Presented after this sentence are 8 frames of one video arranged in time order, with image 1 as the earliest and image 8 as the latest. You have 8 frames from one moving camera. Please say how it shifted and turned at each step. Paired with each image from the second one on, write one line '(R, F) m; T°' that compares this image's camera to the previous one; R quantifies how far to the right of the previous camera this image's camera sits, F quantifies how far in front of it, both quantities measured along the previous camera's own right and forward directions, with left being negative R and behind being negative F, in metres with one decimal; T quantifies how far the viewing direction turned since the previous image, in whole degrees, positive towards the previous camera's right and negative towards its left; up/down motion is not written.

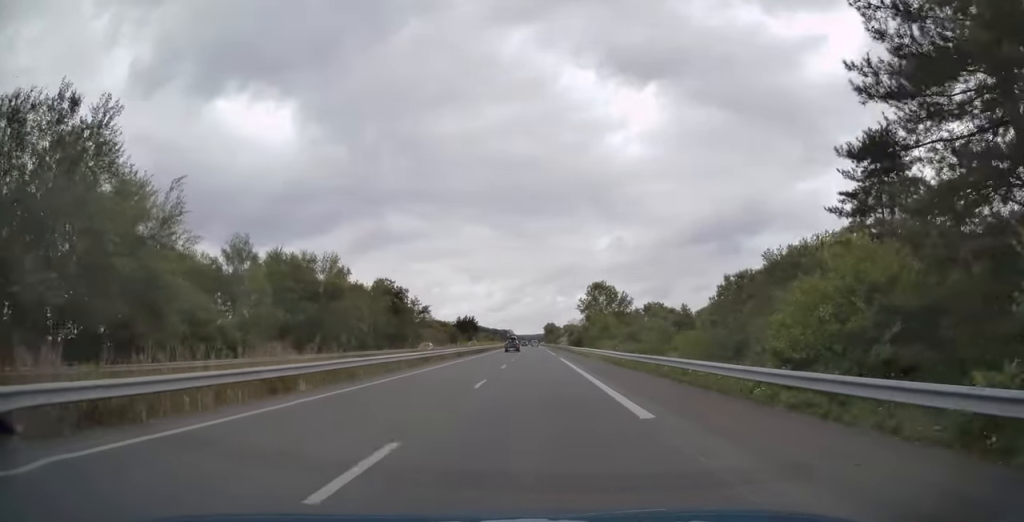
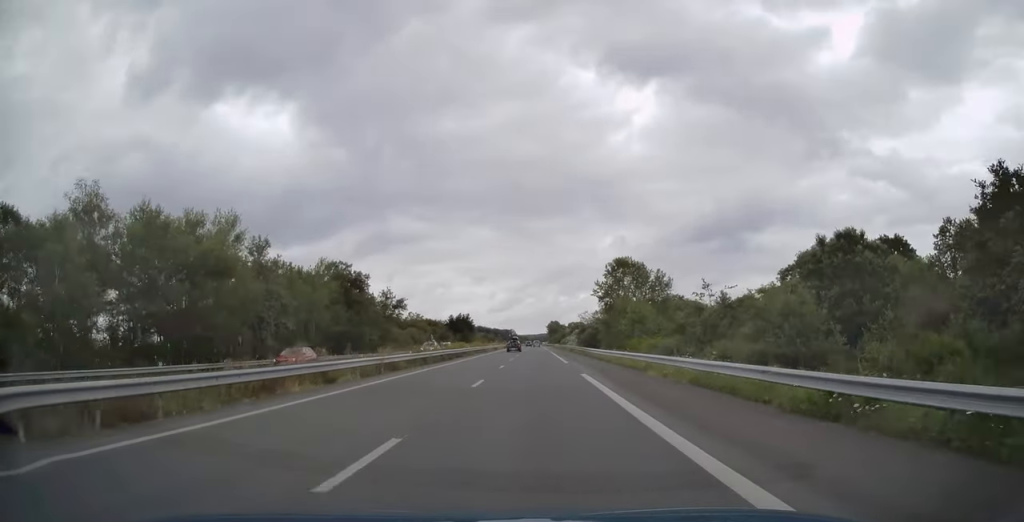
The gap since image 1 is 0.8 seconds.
(-0.1, +25.3) m; 0°
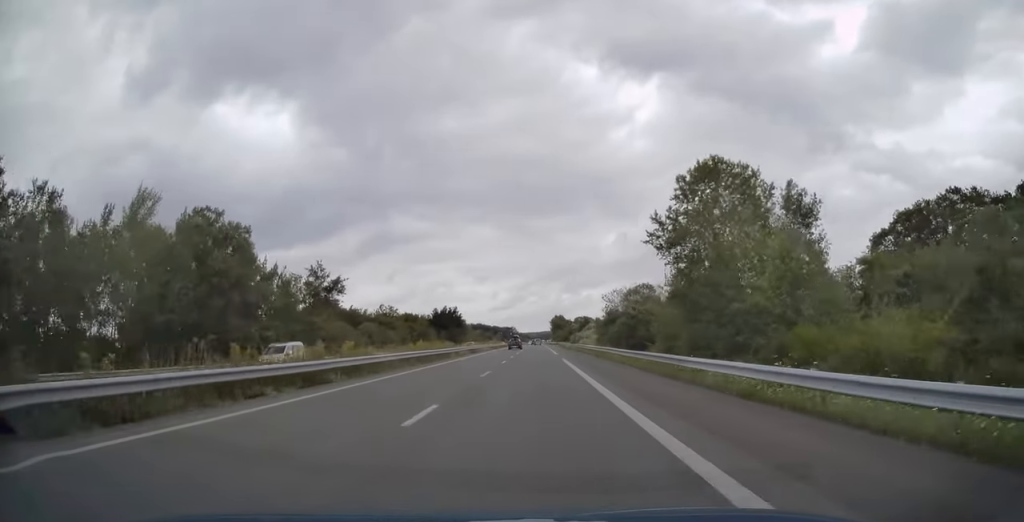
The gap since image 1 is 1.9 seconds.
(-0.1, +34.5) m; 0°
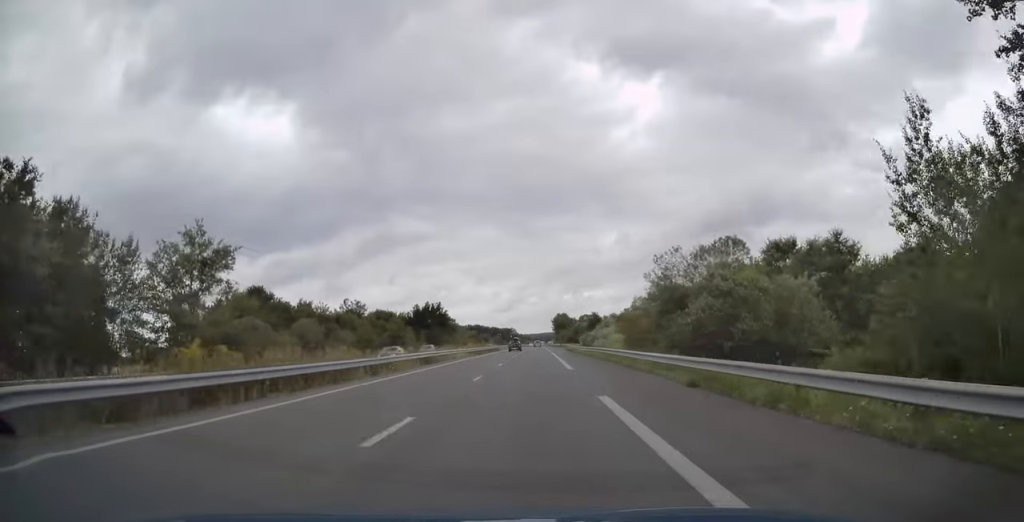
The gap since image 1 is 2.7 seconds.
(-0.1, +27.5) m; 0°
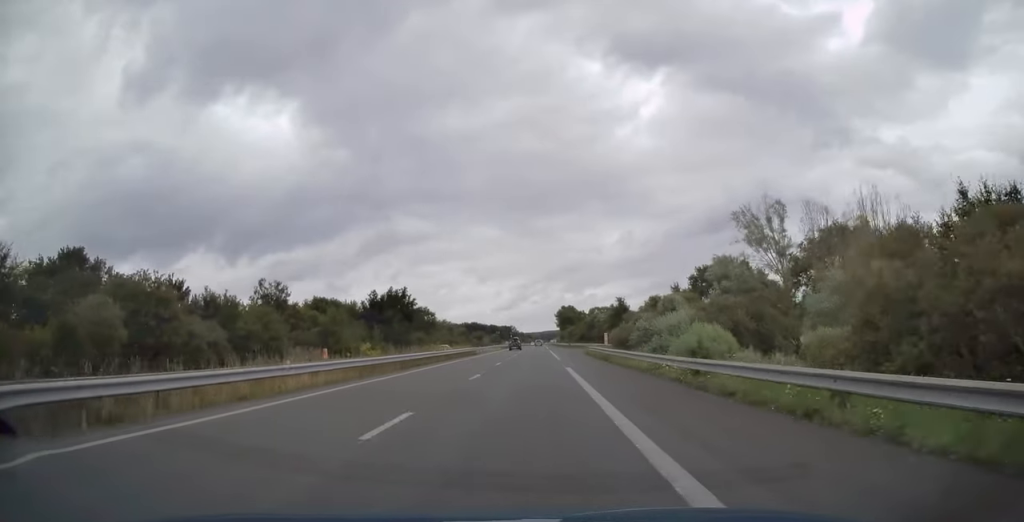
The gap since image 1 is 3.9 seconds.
(0.0, +38.1) m; 0°
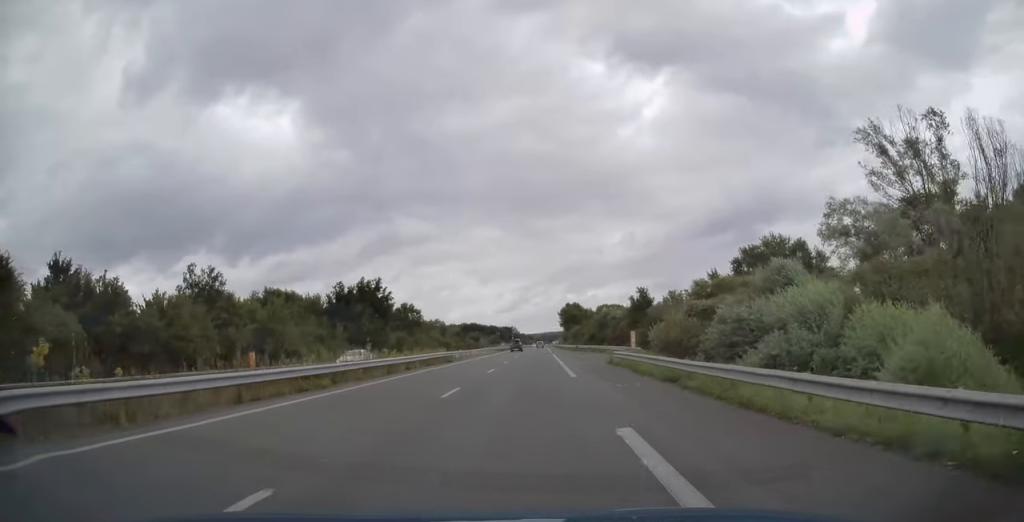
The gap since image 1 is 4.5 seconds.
(-0.1, +18.8) m; 0°
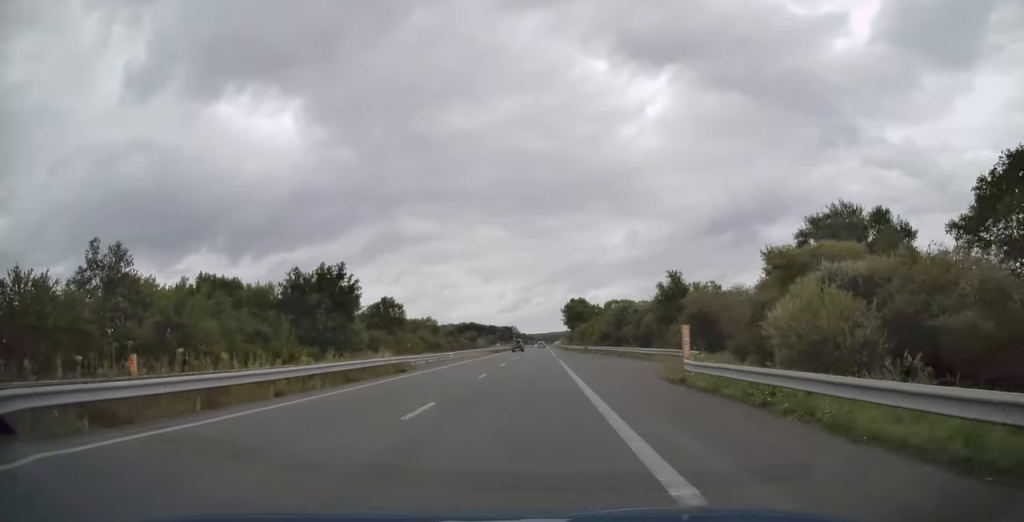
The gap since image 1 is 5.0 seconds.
(0.0, +17.2) m; 0°
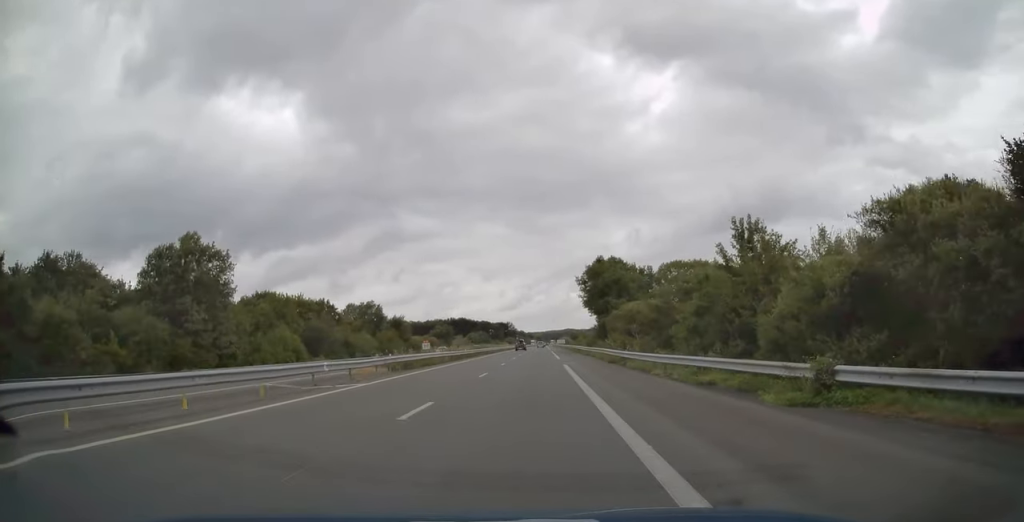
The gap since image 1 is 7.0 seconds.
(+0.2, +64.8) m; 0°
